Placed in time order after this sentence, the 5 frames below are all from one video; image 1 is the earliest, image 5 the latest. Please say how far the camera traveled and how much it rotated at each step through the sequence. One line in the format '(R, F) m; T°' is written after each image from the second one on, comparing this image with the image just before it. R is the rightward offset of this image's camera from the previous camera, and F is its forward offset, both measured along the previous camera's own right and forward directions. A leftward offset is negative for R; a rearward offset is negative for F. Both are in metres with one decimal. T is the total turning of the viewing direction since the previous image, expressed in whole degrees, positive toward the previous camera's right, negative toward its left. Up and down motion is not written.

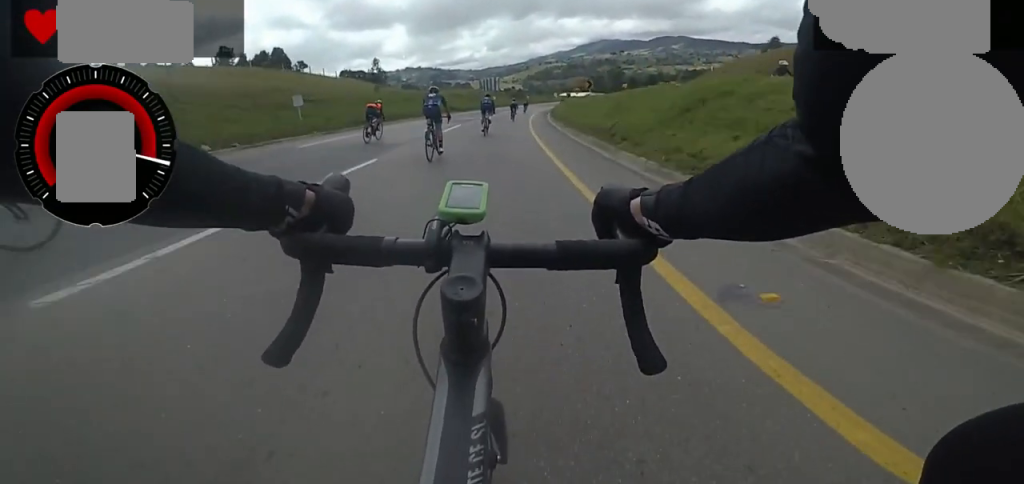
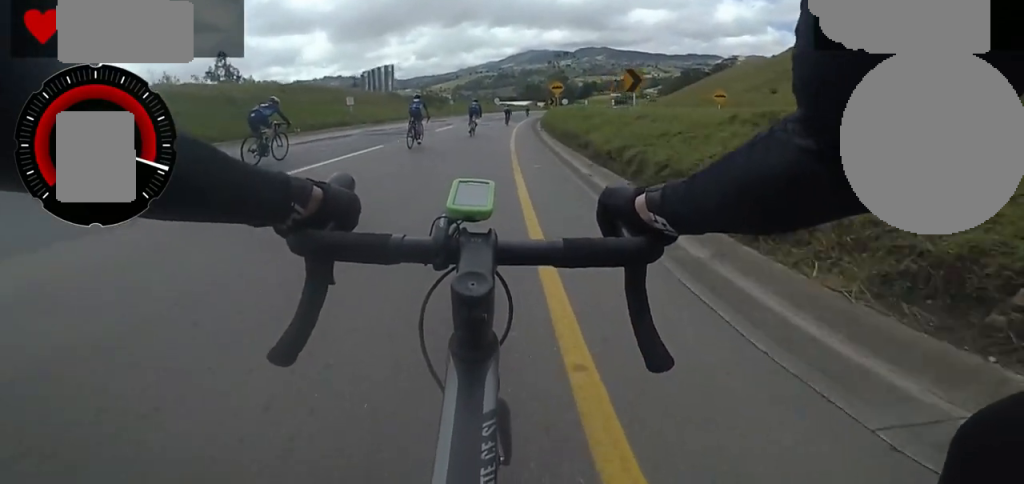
(+2.8, +42.7) m; +7°
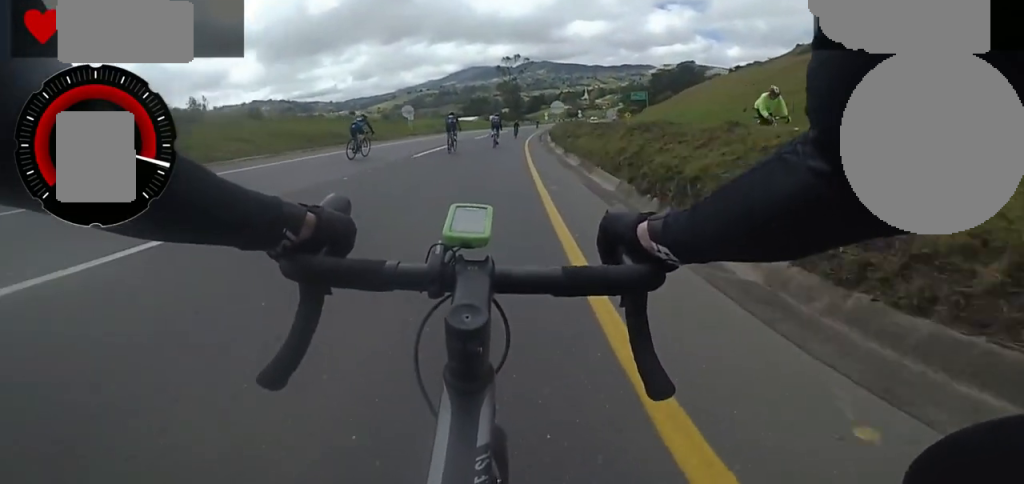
(+1.6, +40.9) m; +9°
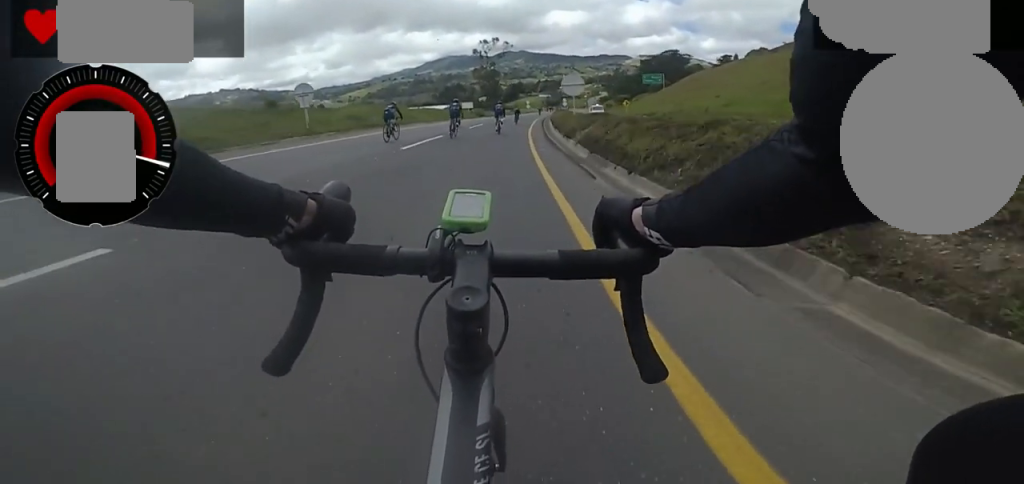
(+0.9, +15.1) m; +4°
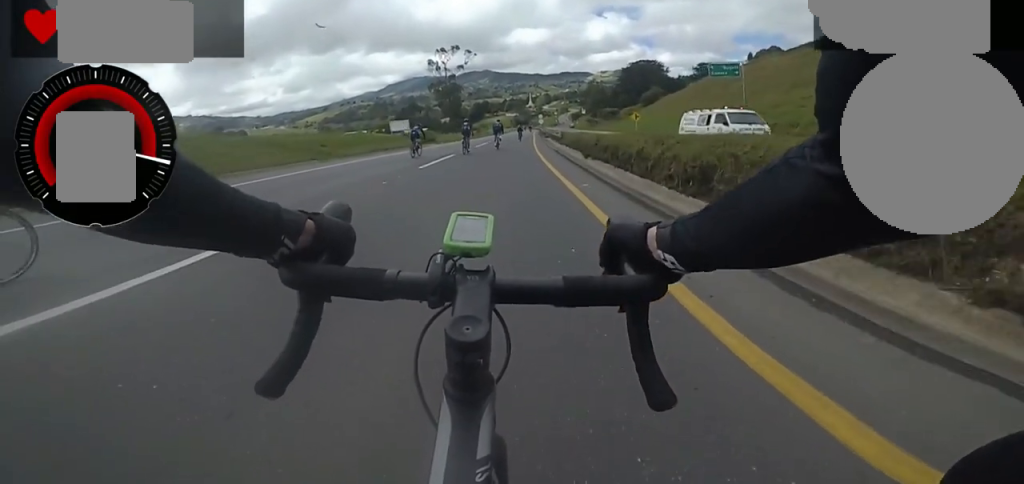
(+1.4, +23.8) m; +4°
